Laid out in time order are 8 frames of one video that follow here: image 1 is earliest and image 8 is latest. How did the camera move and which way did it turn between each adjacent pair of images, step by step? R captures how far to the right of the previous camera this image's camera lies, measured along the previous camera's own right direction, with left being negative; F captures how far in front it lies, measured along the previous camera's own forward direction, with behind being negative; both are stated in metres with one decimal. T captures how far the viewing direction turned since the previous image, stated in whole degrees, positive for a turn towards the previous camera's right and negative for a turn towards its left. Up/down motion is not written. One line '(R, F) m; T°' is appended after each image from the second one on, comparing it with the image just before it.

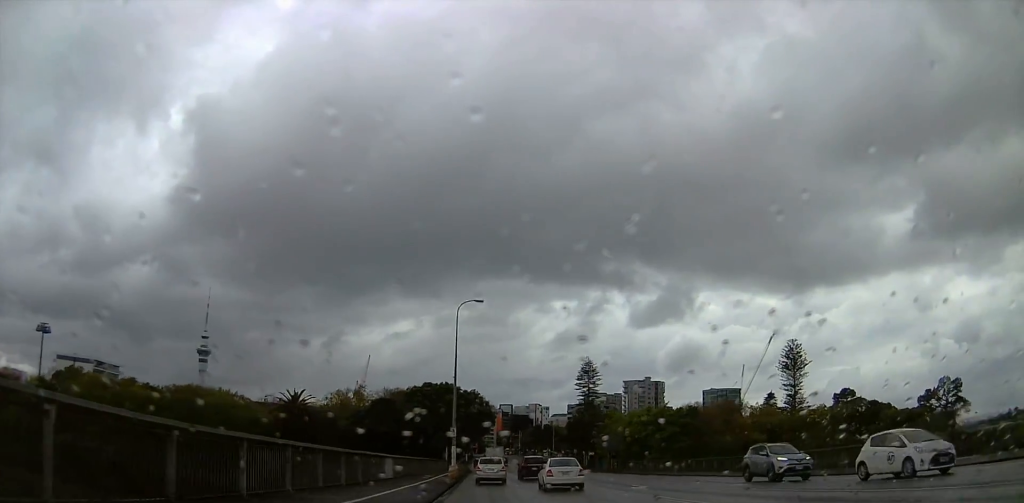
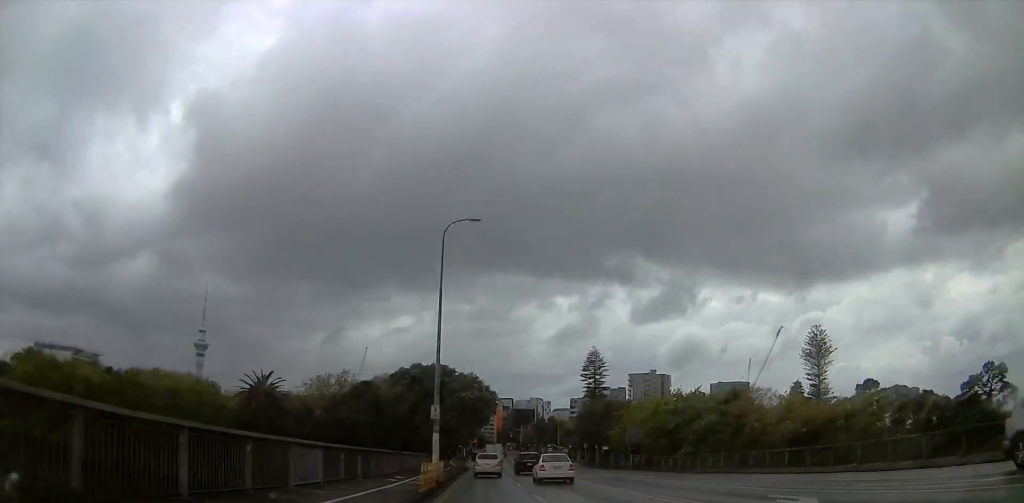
(-0.5, +13.7) m; -2°
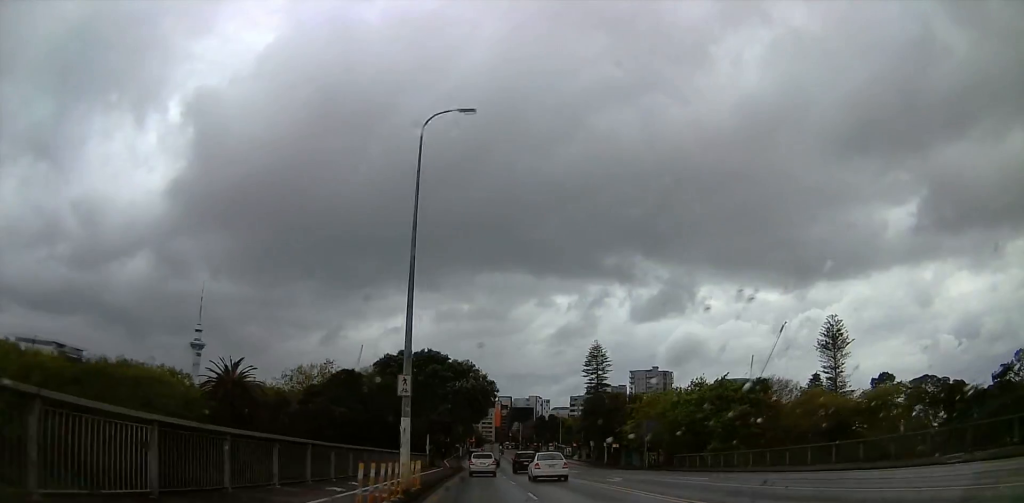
(0.0, +10.4) m; +2°
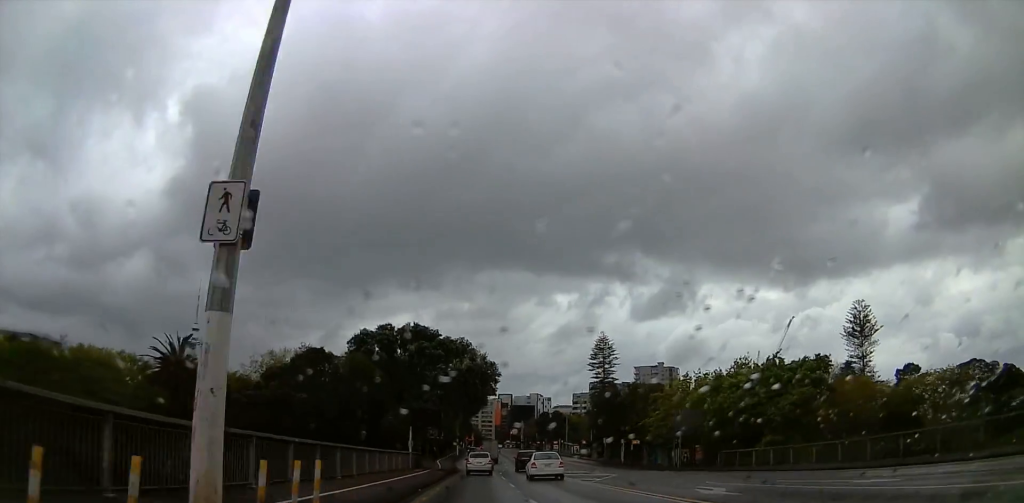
(+0.6, +13.7) m; +2°
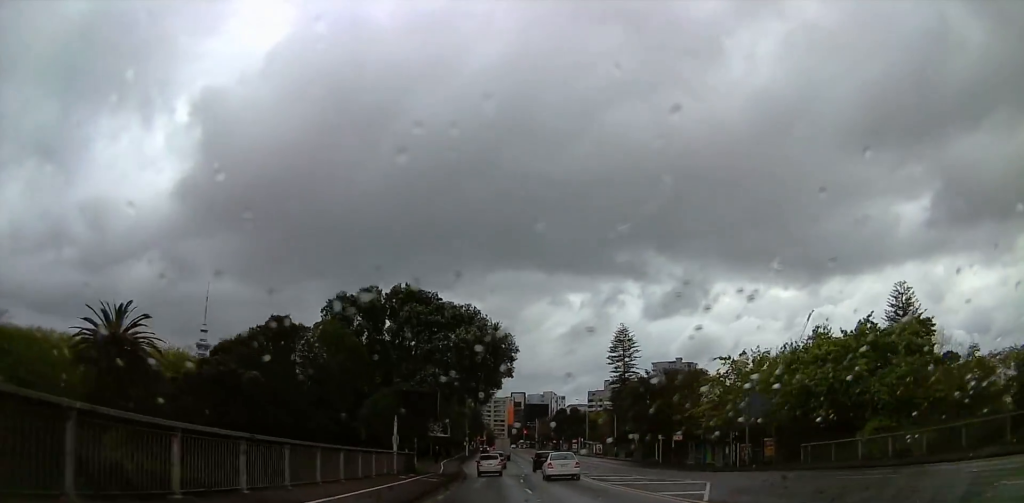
(-0.2, +14.2) m; -3°
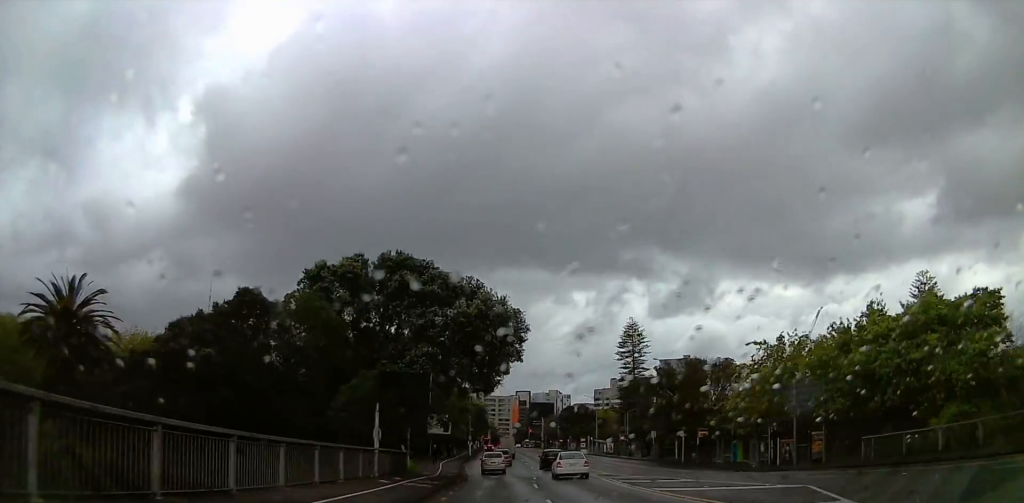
(-0.4, +7.7) m; -1°
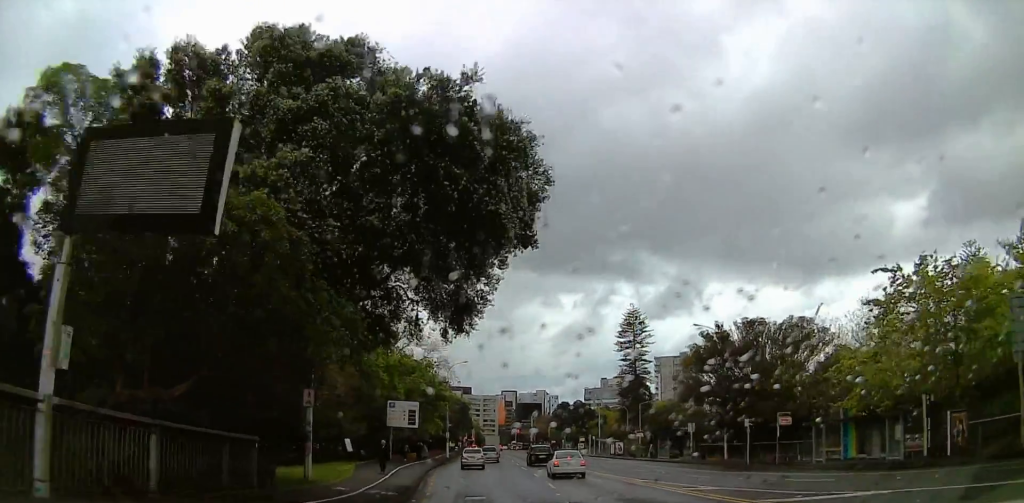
(+0.7, +20.9) m; +1°
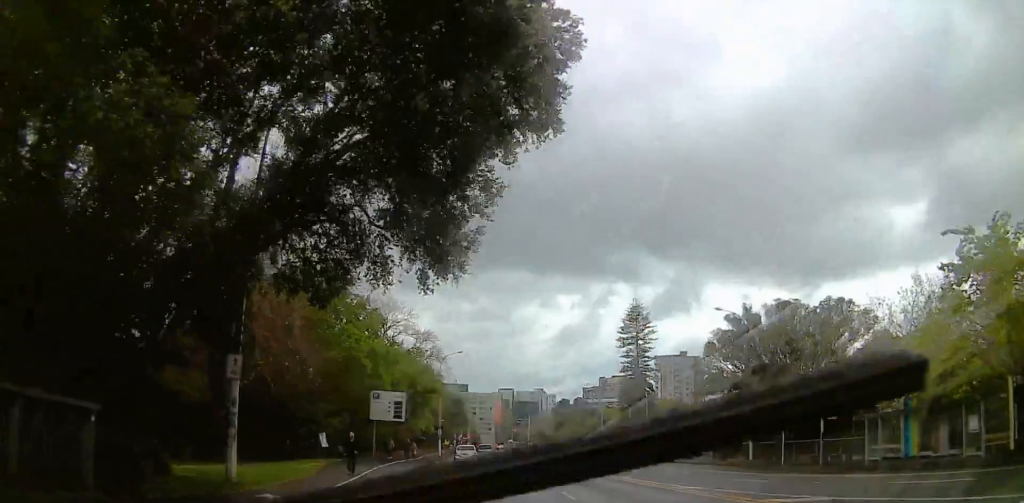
(+0.1, +6.6) m; -1°
